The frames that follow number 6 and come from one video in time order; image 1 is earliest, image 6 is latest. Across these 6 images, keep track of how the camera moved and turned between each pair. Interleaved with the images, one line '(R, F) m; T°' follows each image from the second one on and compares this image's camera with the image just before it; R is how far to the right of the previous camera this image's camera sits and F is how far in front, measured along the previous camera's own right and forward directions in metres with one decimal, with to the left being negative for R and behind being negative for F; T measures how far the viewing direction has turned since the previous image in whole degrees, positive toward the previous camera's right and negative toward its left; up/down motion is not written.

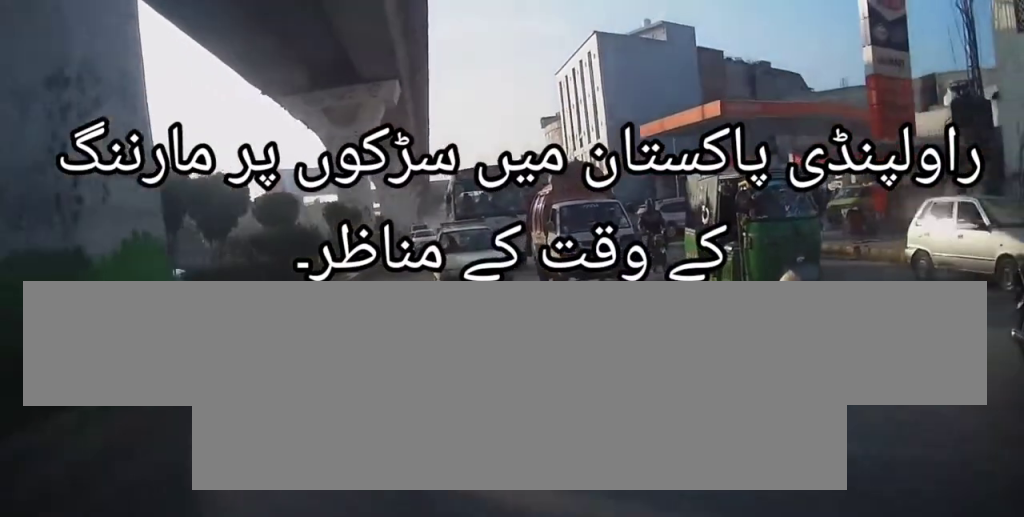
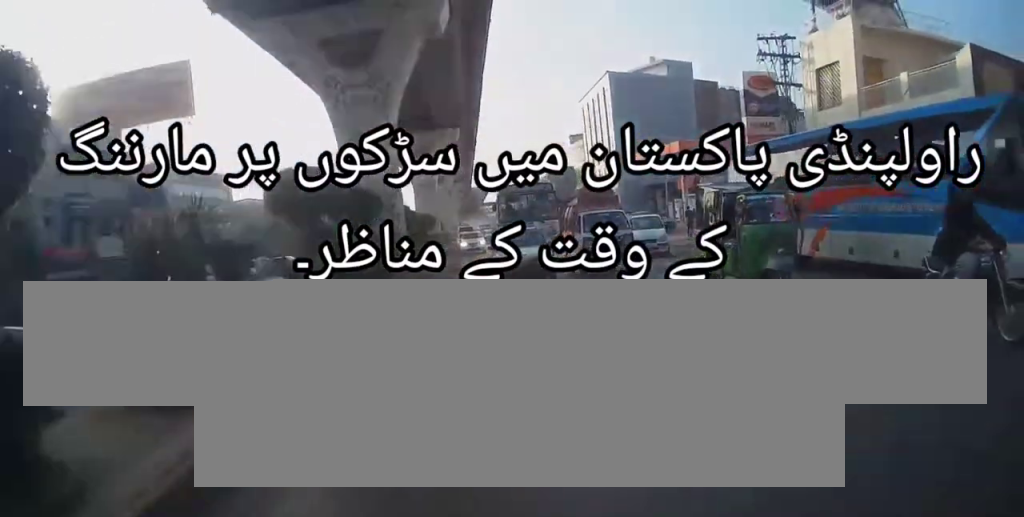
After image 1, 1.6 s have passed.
(+0.7, +13.6) m; +2°
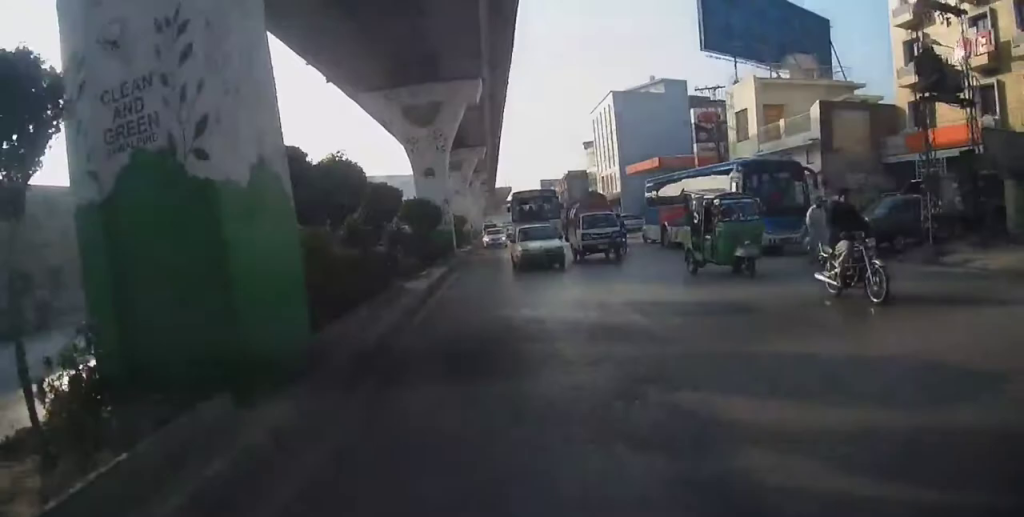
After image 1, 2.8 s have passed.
(-0.6, +11.9) m; -4°
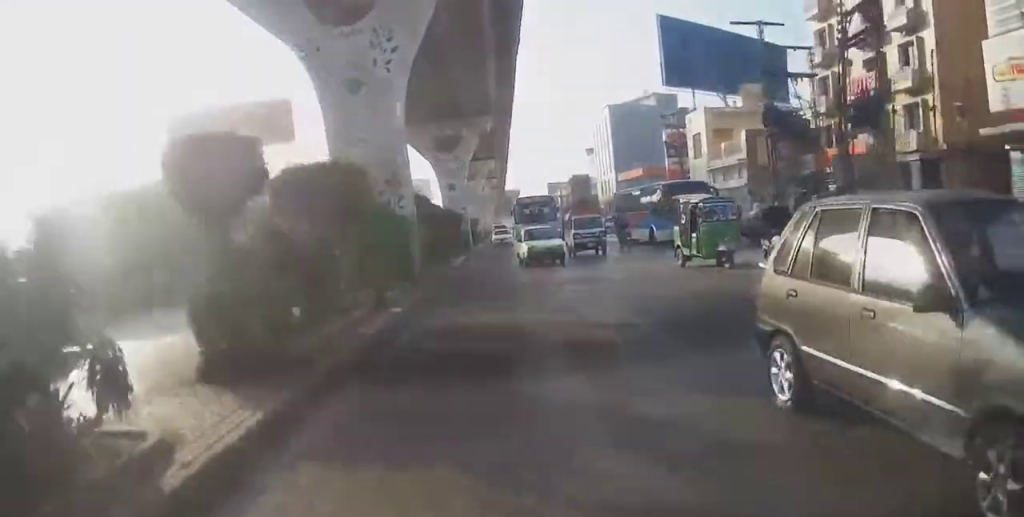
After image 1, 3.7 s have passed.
(-0.2, +9.9) m; 0°
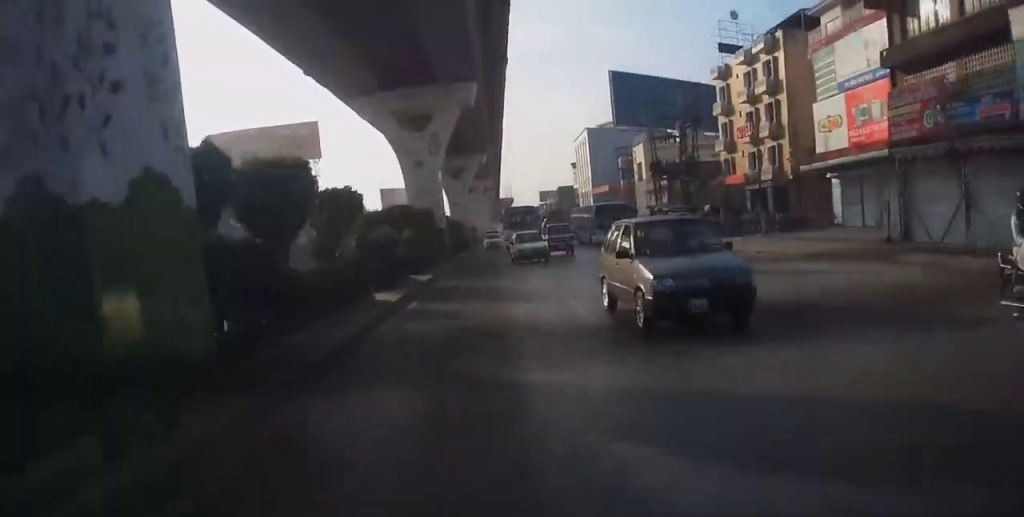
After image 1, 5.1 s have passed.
(+0.1, +14.9) m; 0°
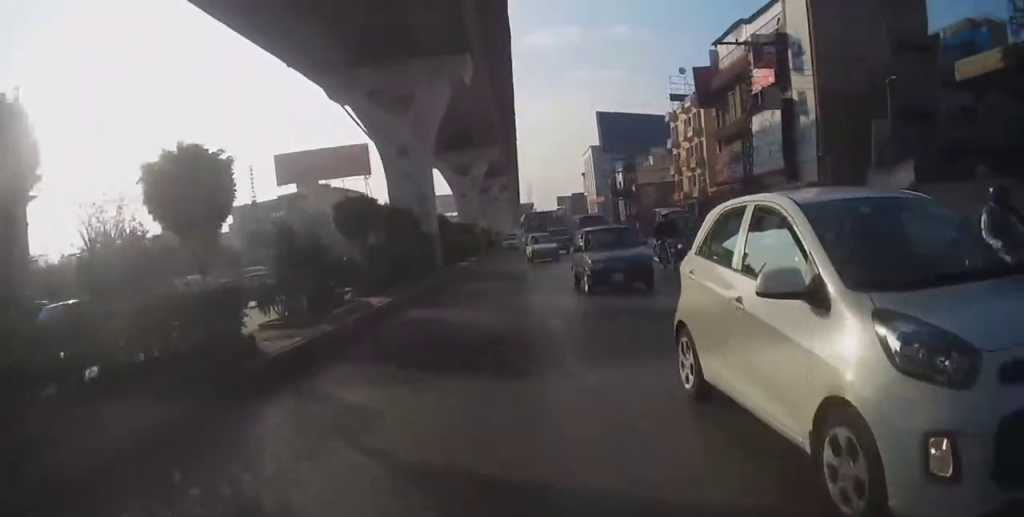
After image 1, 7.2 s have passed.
(-0.3, +21.2) m; -1°
